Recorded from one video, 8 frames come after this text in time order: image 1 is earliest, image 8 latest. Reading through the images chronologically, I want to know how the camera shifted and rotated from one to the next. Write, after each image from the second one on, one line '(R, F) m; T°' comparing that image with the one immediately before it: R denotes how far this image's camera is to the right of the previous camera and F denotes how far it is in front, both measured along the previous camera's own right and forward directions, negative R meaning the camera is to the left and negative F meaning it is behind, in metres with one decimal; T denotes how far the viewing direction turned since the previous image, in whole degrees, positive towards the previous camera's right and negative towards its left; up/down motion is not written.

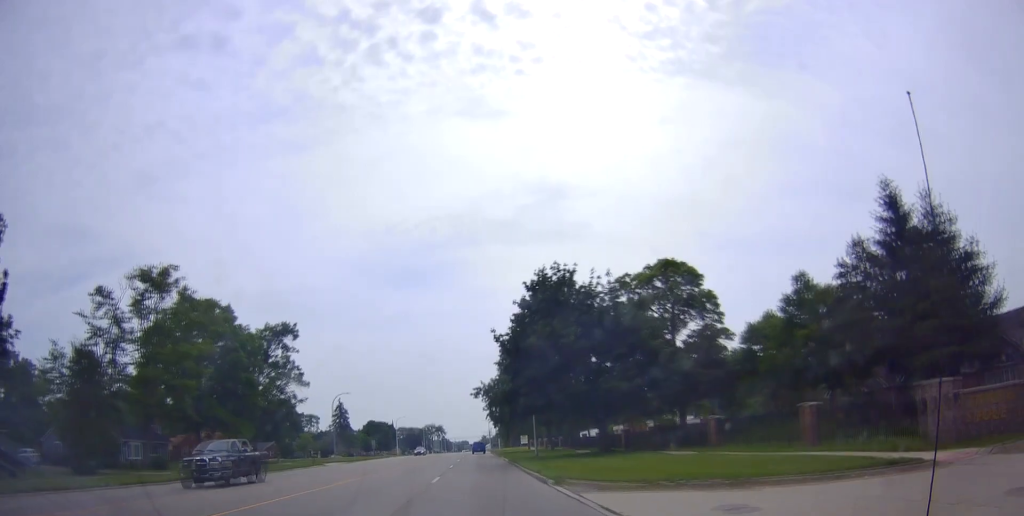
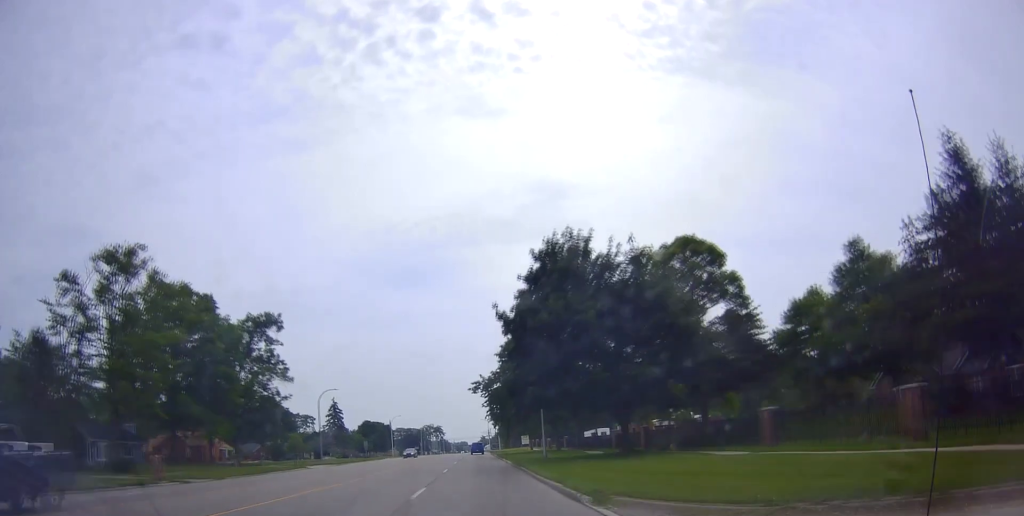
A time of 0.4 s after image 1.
(0.0, +5.6) m; 0°
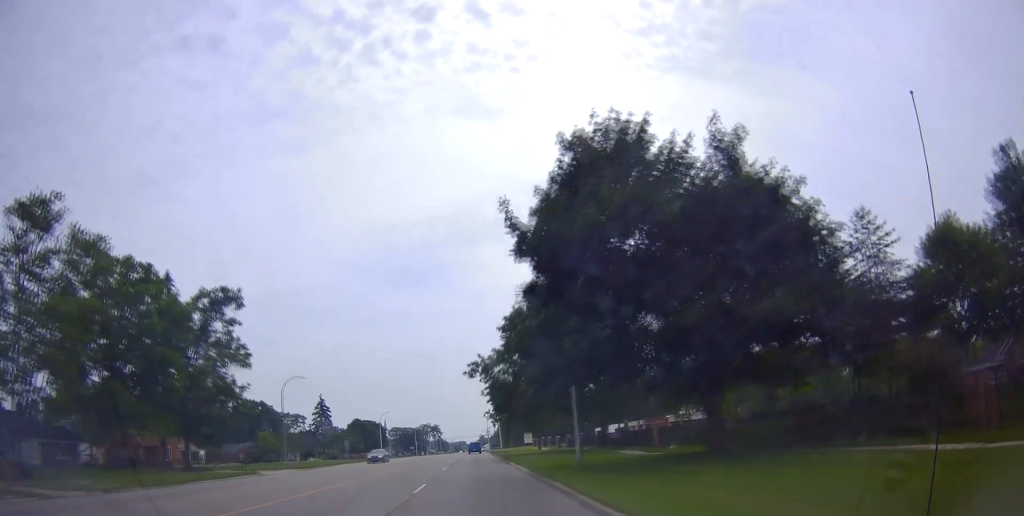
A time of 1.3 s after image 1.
(0.0, +11.8) m; -2°
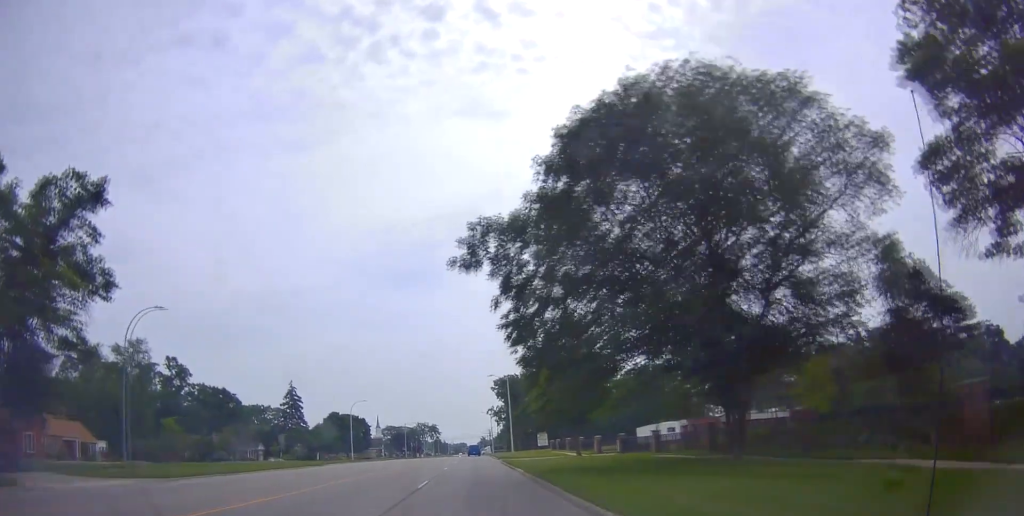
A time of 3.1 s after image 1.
(0.0, +26.4) m; 0°
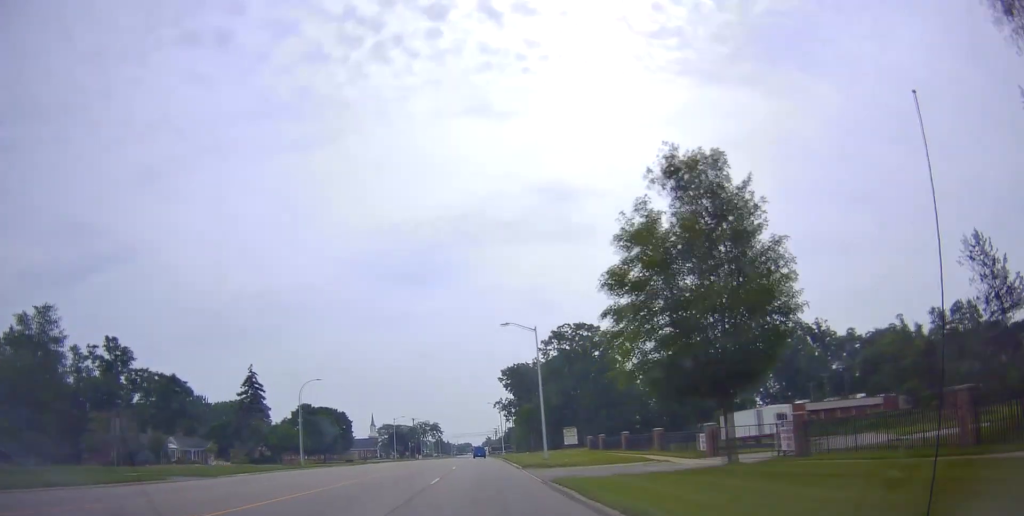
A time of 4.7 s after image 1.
(-0.1, +27.0) m; +1°
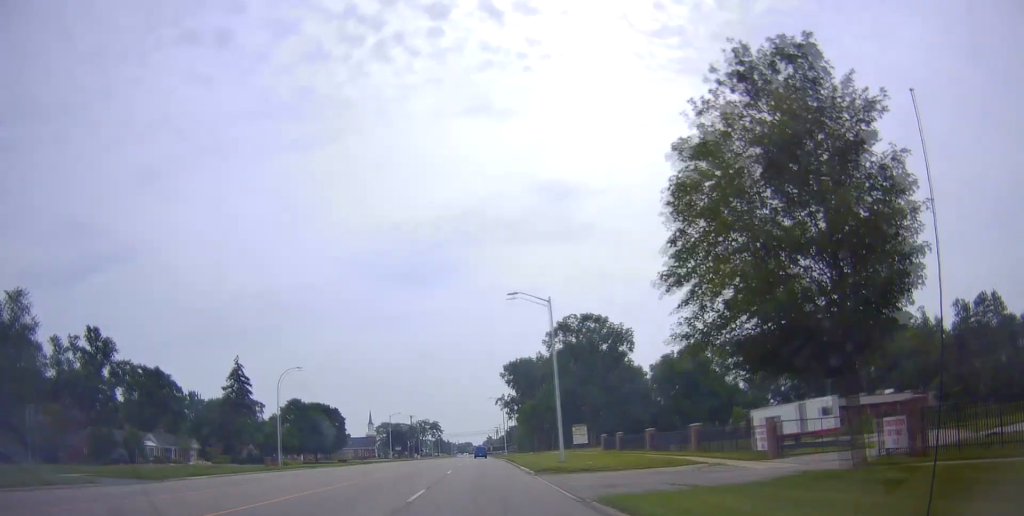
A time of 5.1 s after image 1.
(+0.1, +6.9) m; +1°
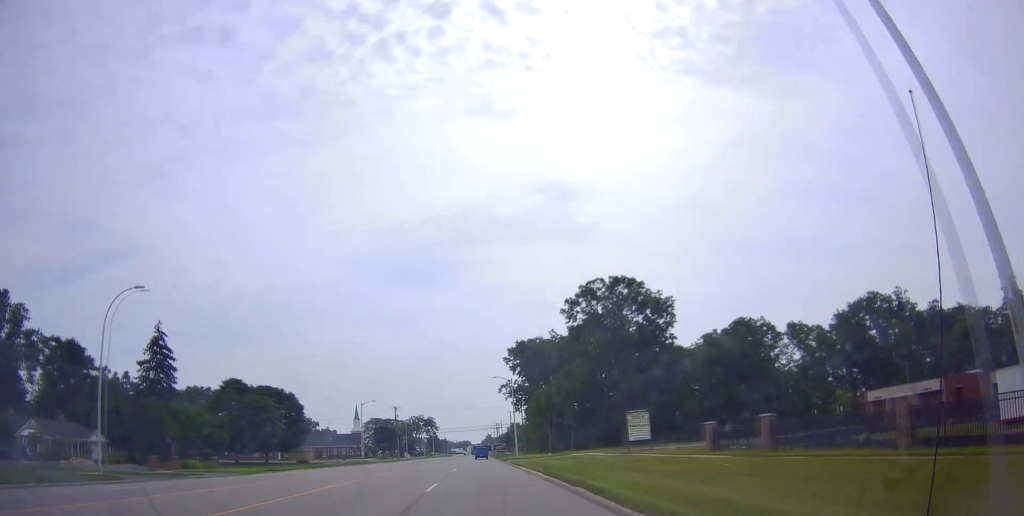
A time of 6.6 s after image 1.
(-0.3, +27.4) m; -2°
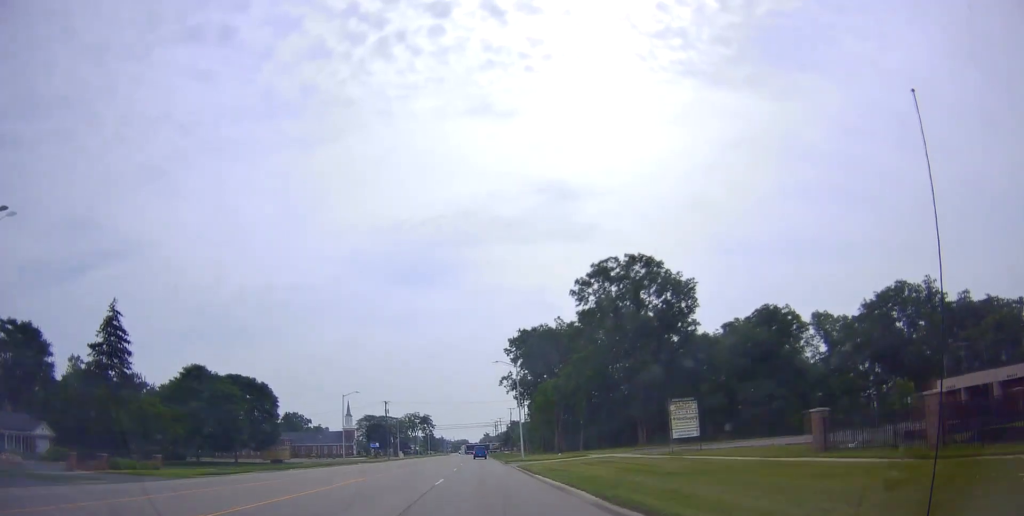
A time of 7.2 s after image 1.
(-0.2, +11.0) m; -1°
